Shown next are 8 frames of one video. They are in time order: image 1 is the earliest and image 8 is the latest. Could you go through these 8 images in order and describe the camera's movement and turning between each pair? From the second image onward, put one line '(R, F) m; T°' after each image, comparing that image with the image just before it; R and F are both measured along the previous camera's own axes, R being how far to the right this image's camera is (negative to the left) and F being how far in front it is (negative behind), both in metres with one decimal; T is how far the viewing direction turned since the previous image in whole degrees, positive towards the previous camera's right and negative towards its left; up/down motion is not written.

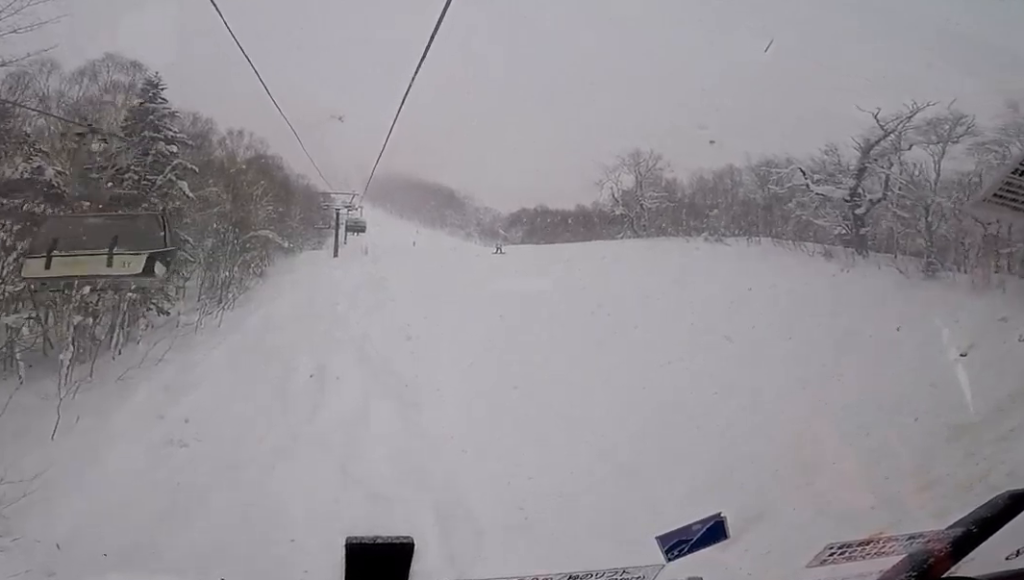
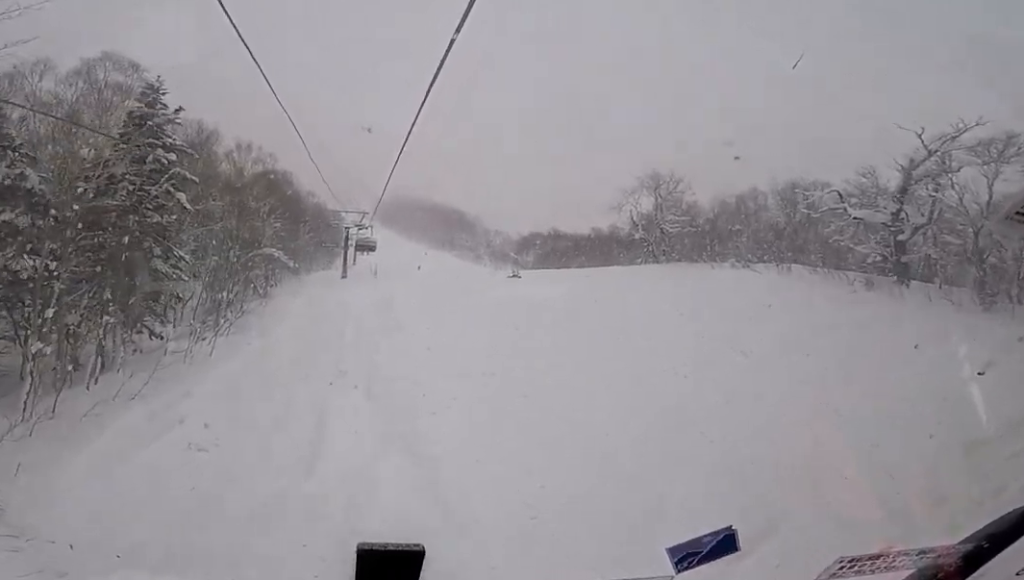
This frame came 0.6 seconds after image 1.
(-0.1, +2.5) m; -3°
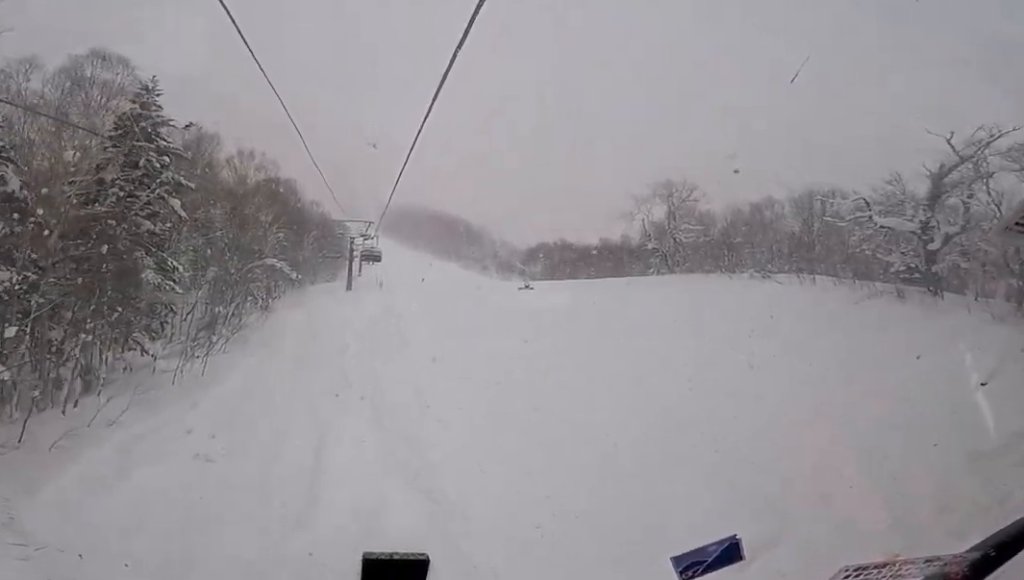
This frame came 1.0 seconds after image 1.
(-0.2, +1.8) m; -4°
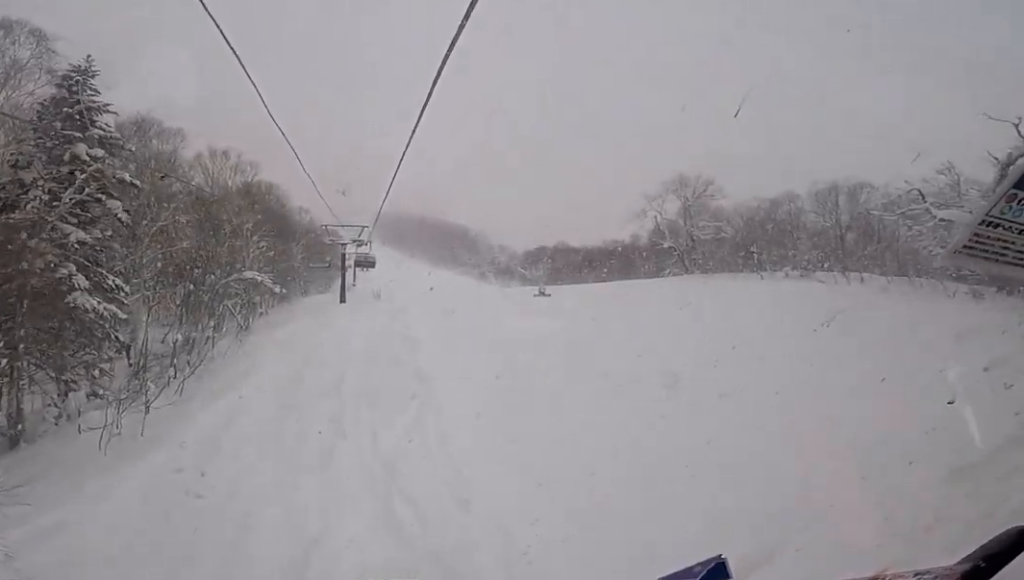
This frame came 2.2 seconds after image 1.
(-0.2, +5.4) m; +7°
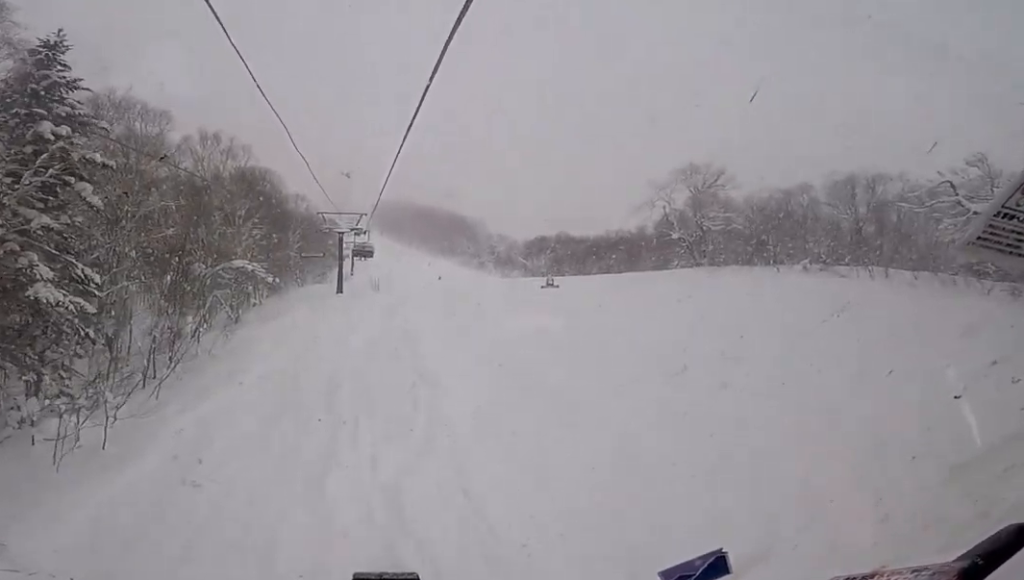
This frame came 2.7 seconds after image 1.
(+0.3, +2.2) m; 0°
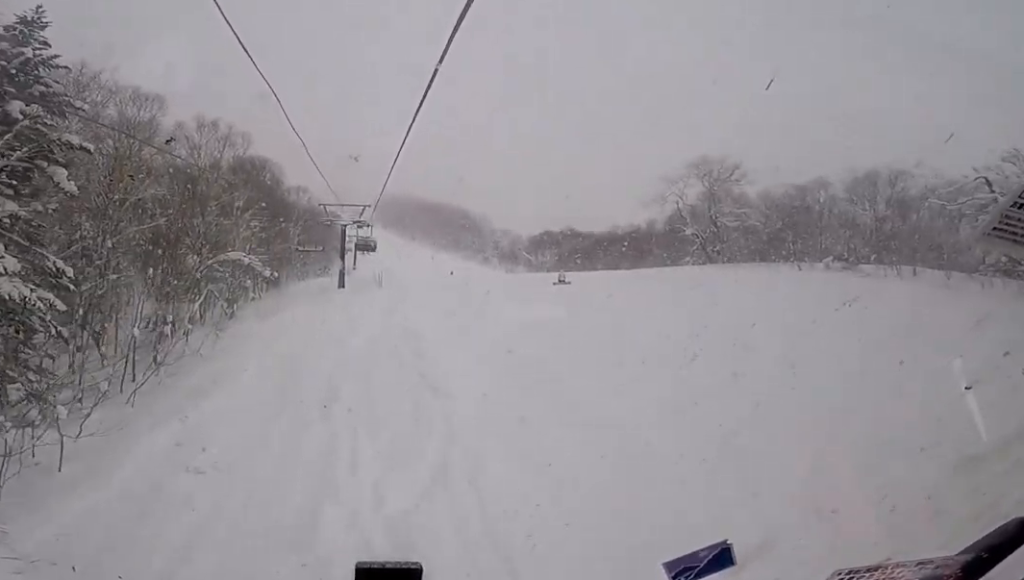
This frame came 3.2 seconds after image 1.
(+0.3, +2.0) m; 0°
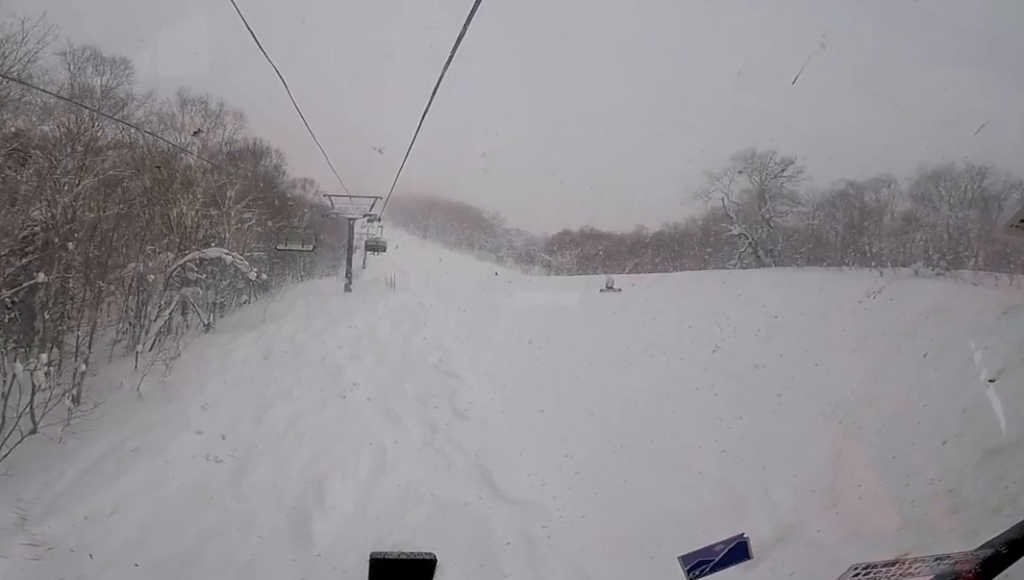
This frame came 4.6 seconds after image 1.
(-0.4, +6.3) m; 0°
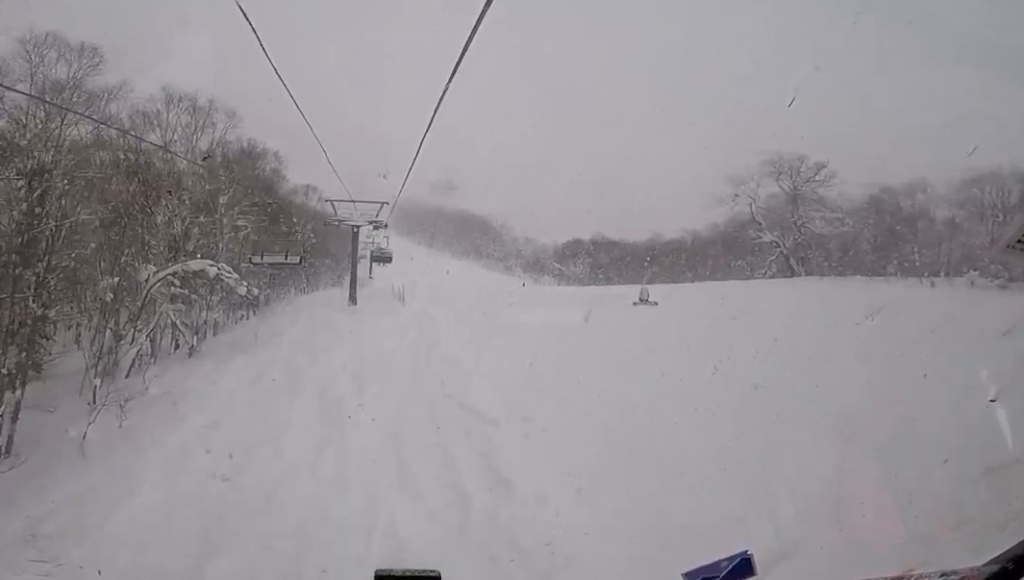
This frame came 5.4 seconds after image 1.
(+0.3, +3.4) m; -1°
